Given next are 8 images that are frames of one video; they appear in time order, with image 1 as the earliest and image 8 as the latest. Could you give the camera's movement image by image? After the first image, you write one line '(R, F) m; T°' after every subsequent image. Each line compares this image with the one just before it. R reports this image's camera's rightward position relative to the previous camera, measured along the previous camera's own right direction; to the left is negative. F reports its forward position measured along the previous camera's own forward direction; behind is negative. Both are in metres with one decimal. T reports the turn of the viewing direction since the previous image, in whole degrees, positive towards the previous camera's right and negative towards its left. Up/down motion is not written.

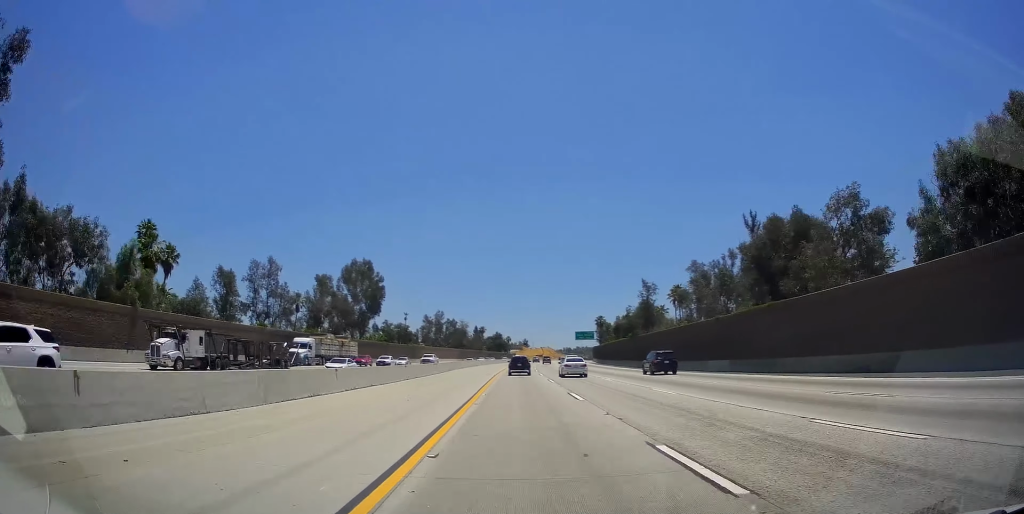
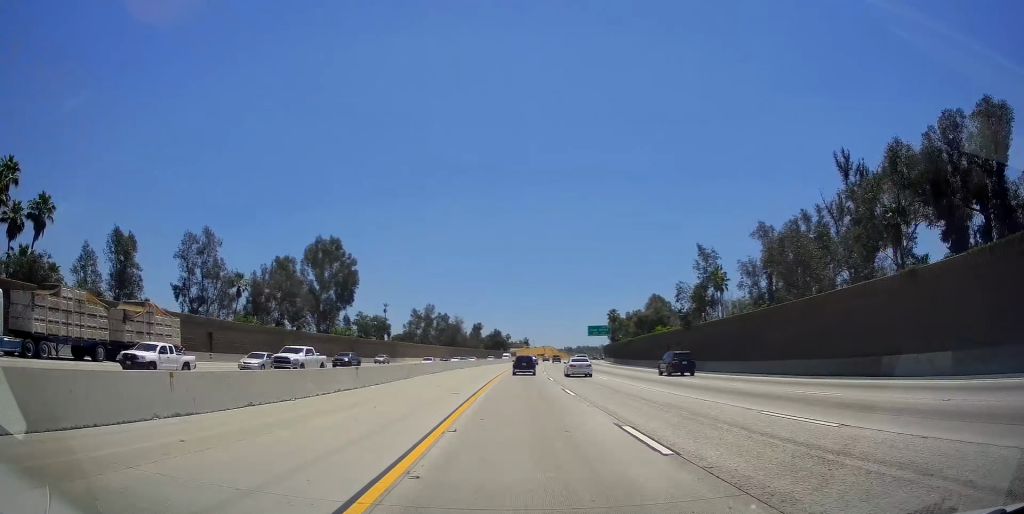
(0.0, +27.2) m; 0°
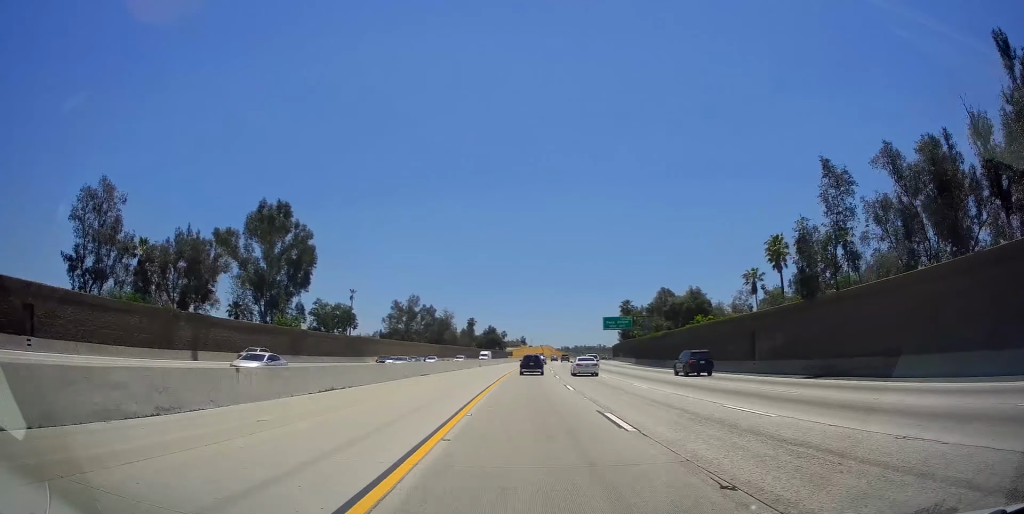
(0.0, +25.8) m; +1°
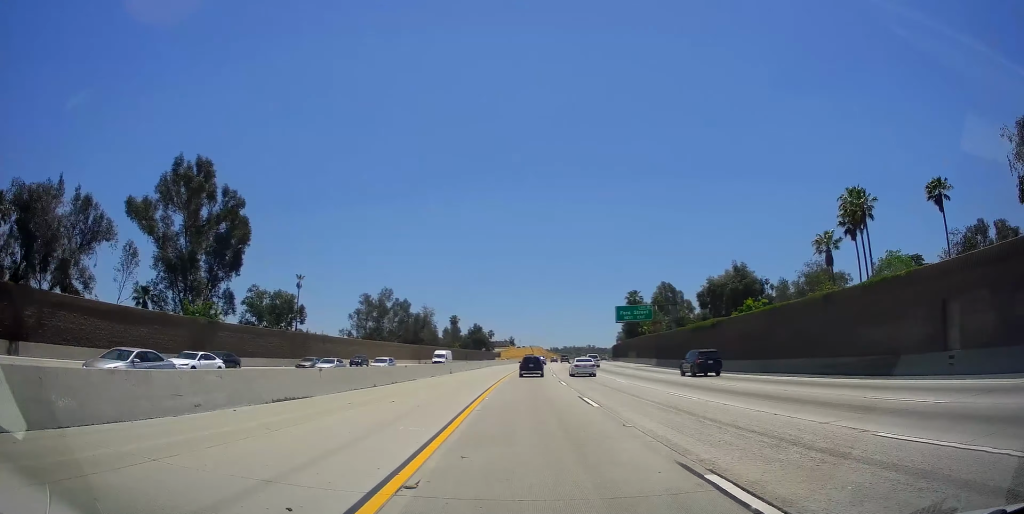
(+0.3, +22.7) m; +1°
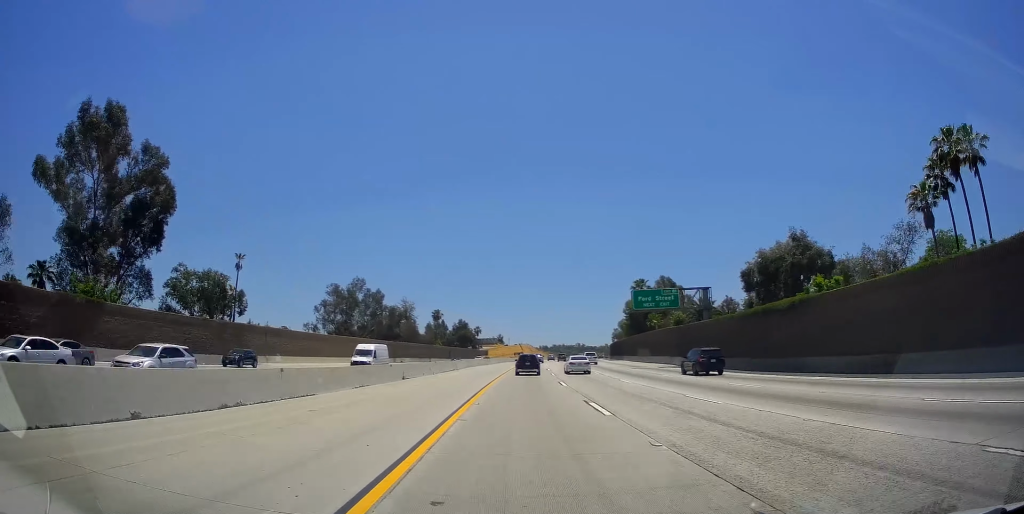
(+0.2, +16.3) m; 0°
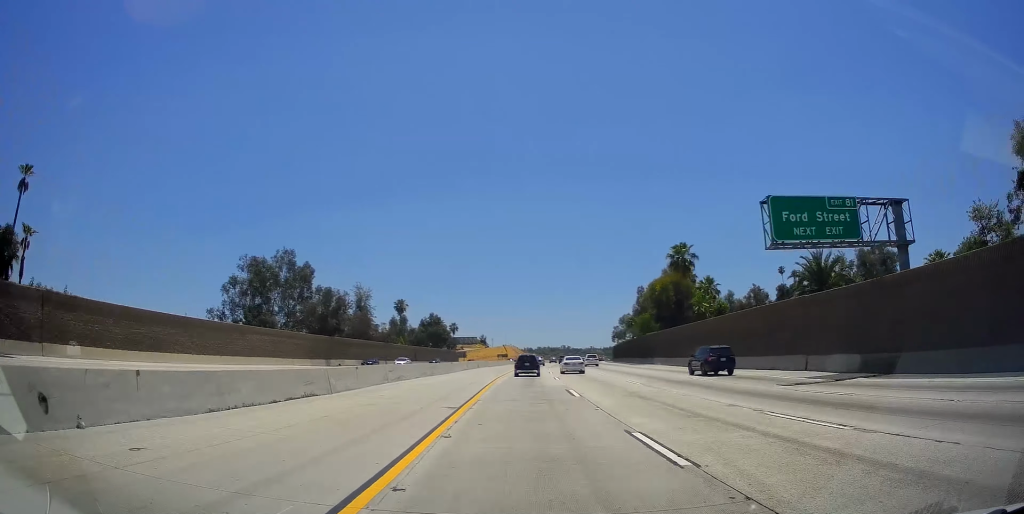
(-0.1, +35.6) m; +1°
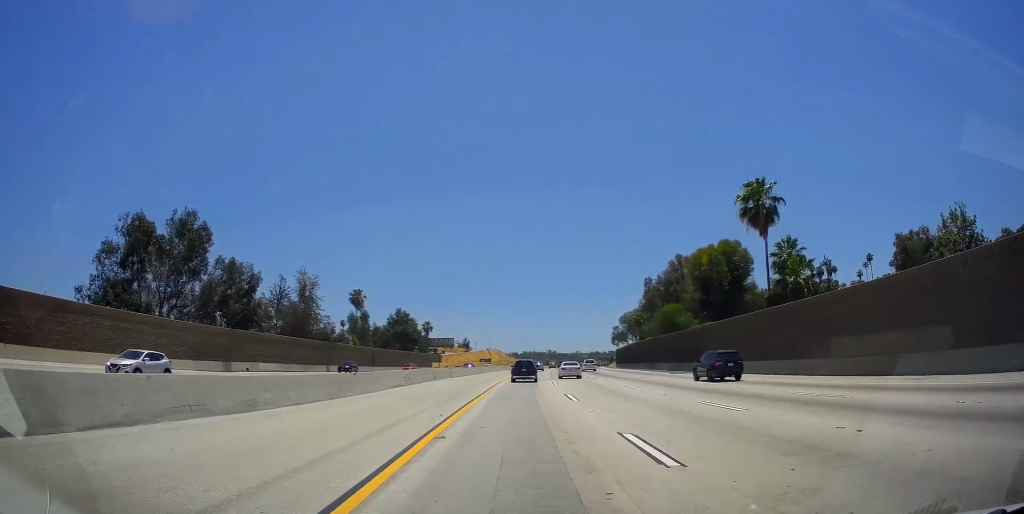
(+0.3, +30.7) m; +1°
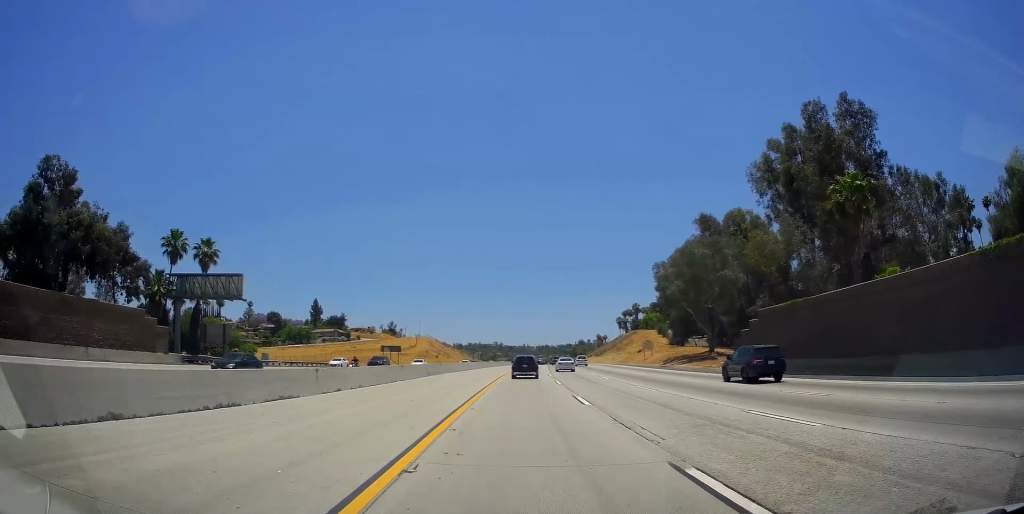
(+6.3, +103.5) m; +7°
